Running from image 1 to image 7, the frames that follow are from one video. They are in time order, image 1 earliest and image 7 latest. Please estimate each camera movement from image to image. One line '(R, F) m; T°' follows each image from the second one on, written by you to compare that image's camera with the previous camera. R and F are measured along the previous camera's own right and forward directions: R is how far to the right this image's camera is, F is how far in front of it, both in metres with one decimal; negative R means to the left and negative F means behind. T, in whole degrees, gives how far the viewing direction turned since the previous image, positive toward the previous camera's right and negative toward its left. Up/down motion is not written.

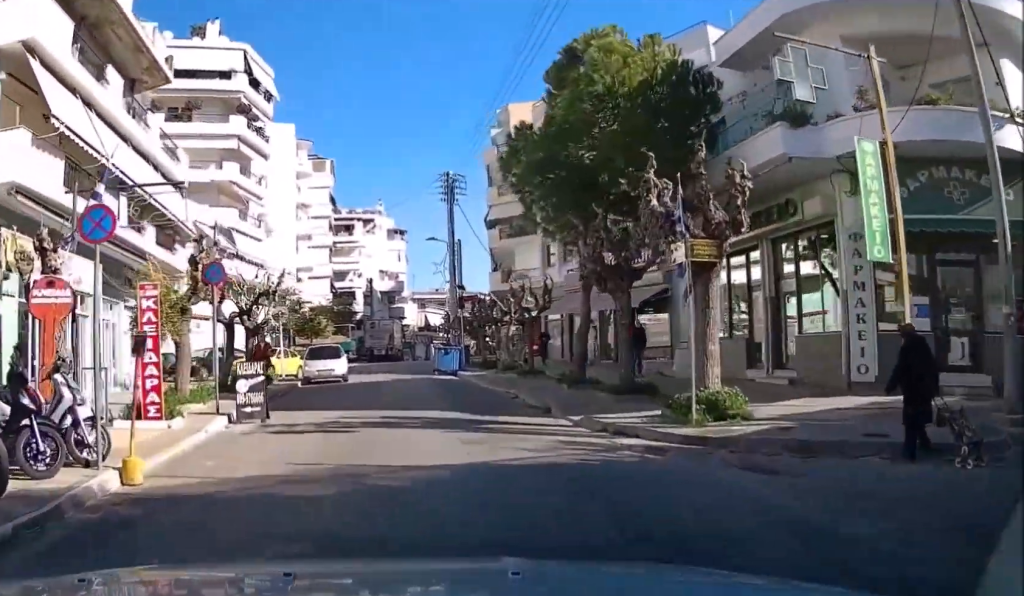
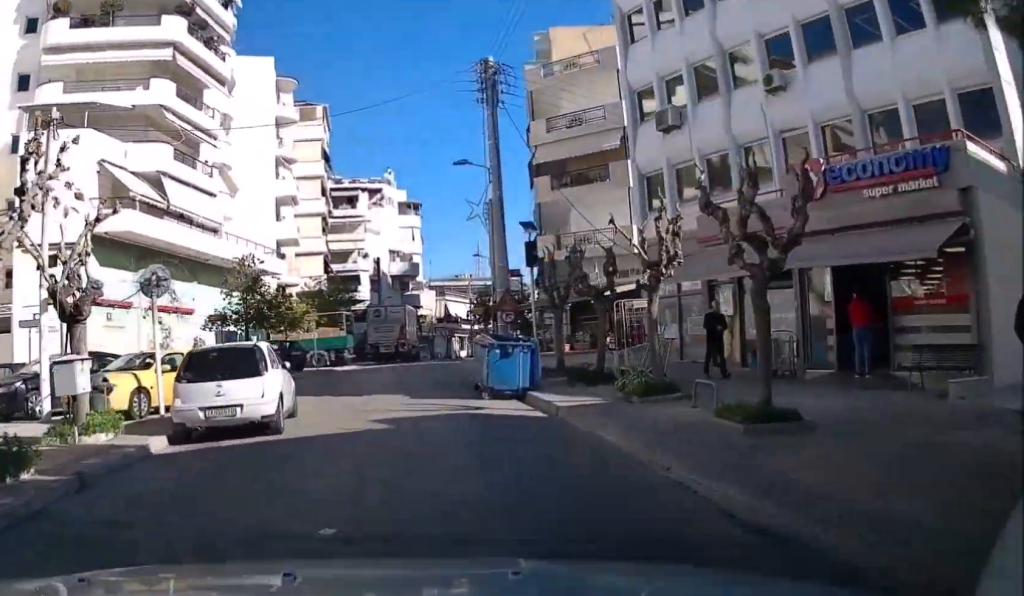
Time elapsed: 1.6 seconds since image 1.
(-0.3, +15.9) m; -2°
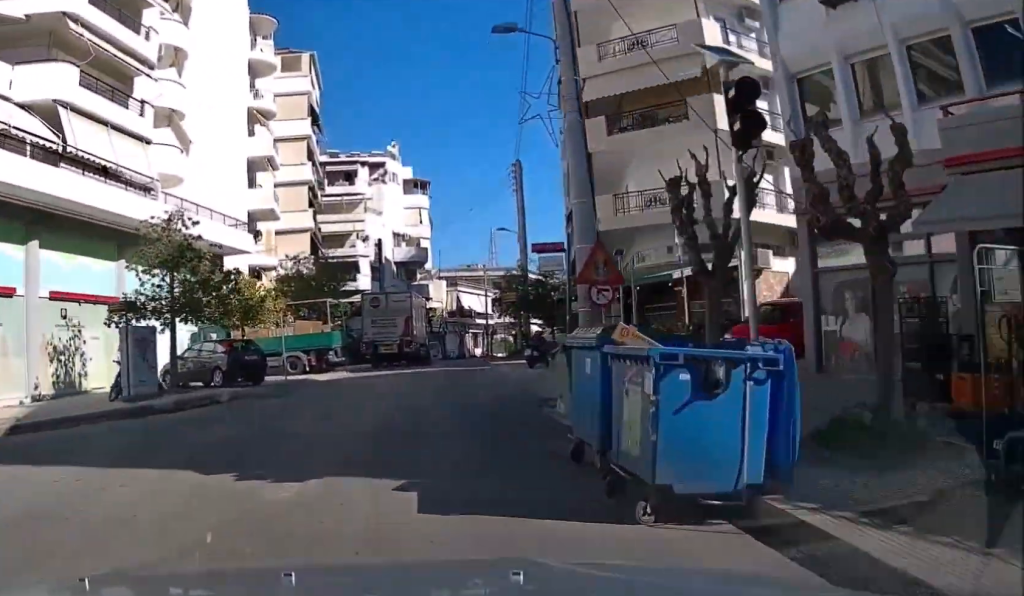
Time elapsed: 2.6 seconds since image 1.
(-0.2, +10.6) m; -1°
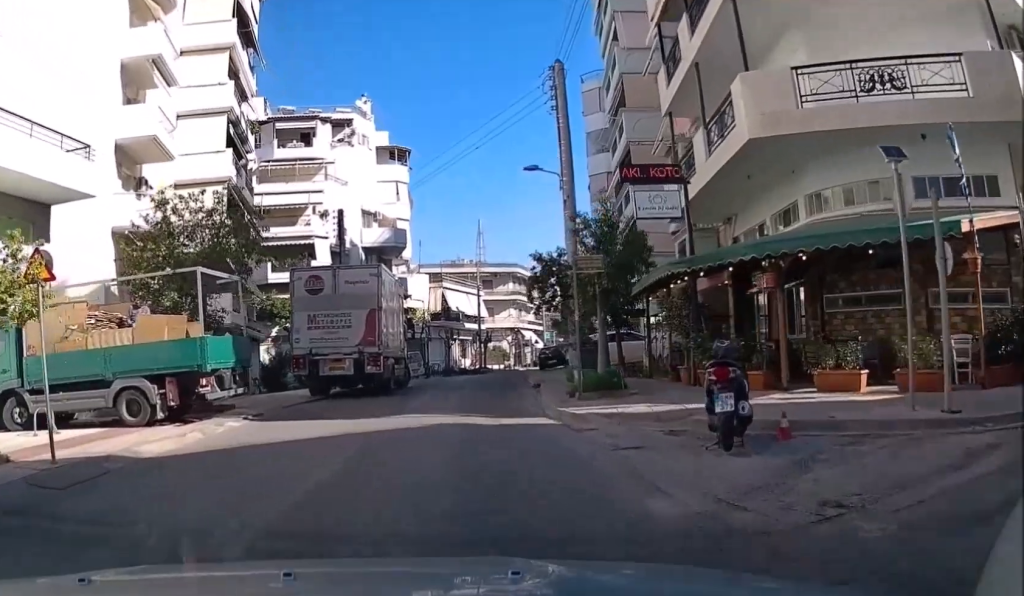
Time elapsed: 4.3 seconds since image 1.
(+0.1, +16.2) m; +4°
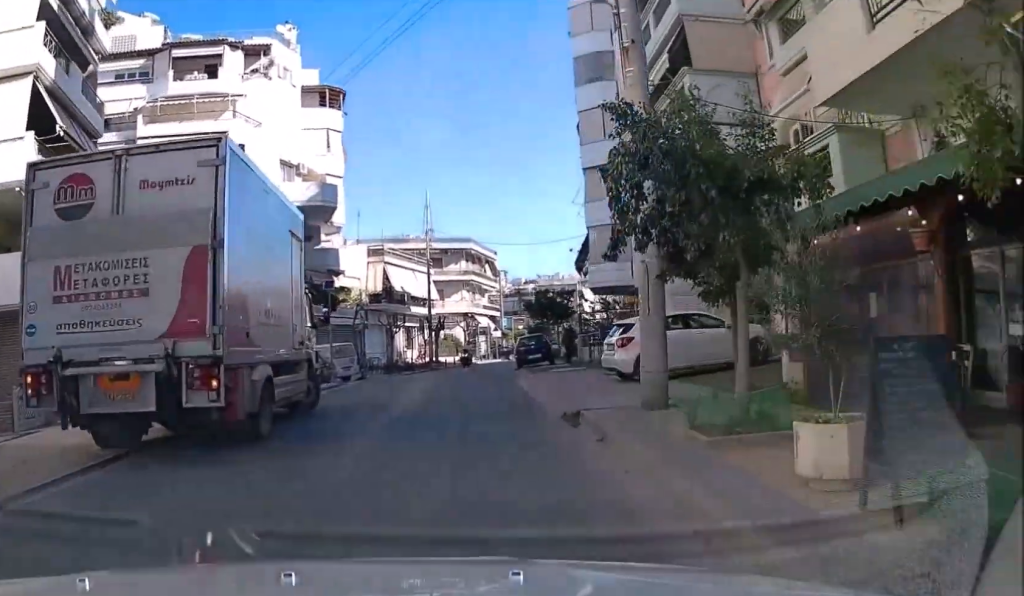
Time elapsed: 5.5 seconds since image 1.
(+0.6, +12.2) m; +4°
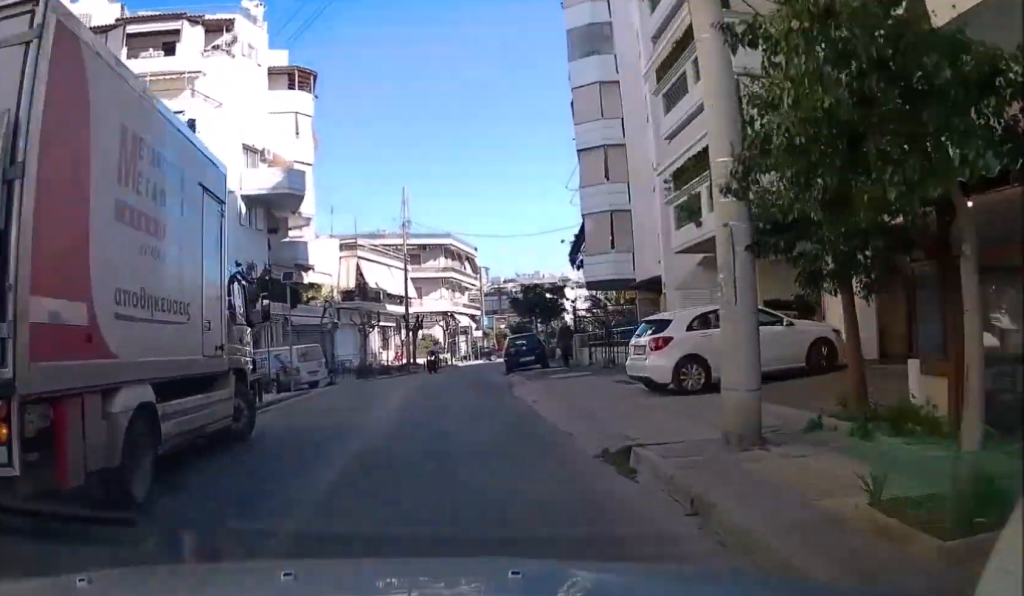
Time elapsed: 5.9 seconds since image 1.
(0.0, +4.0) m; +1°
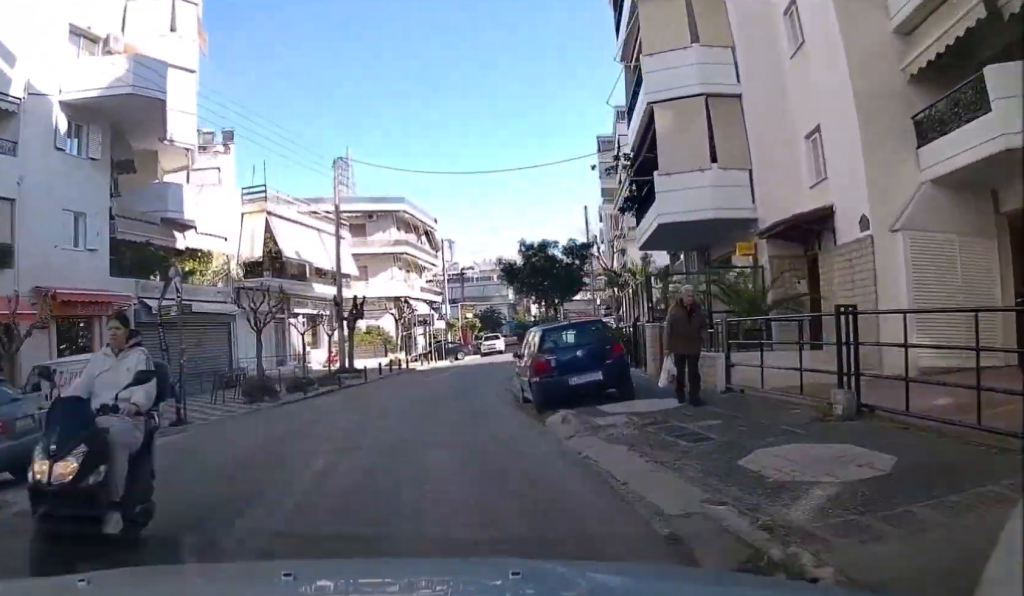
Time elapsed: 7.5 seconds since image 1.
(+0.7, +15.5) m; +5°
